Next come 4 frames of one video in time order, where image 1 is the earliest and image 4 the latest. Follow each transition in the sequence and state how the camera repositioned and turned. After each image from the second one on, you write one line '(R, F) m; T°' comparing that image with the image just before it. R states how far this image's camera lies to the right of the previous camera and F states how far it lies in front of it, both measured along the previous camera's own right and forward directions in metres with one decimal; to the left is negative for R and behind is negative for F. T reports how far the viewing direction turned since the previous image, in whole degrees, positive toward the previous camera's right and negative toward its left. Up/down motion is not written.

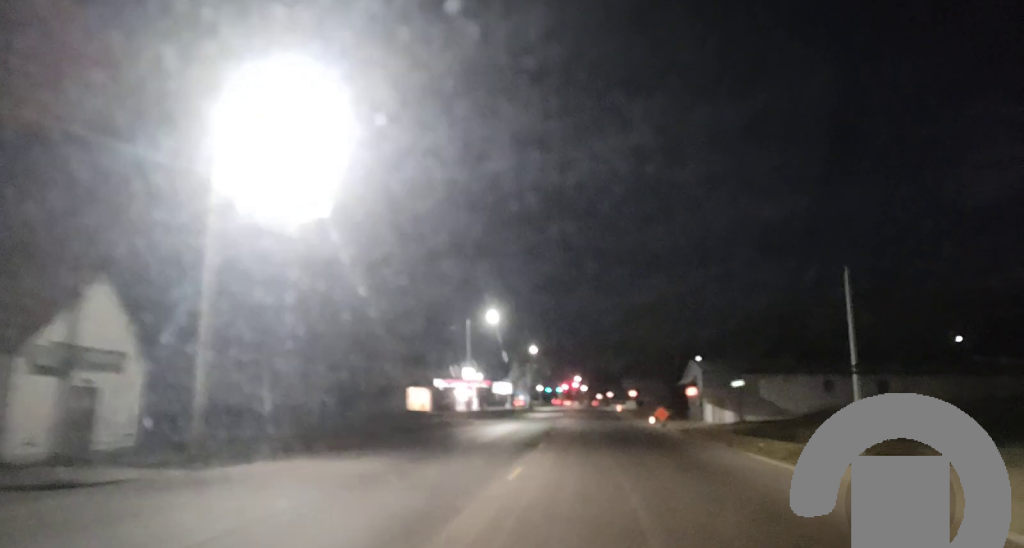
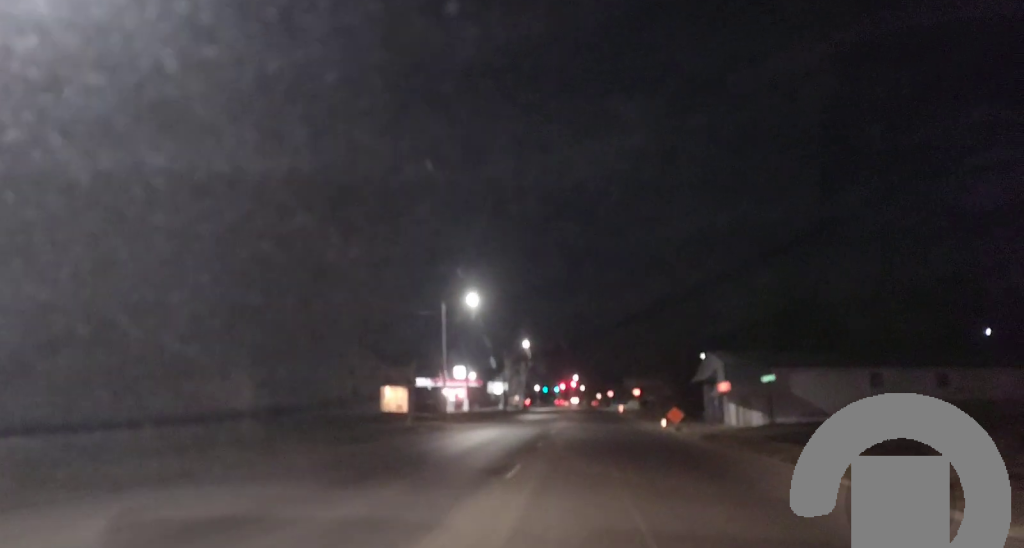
(-0.2, +12.8) m; -1°
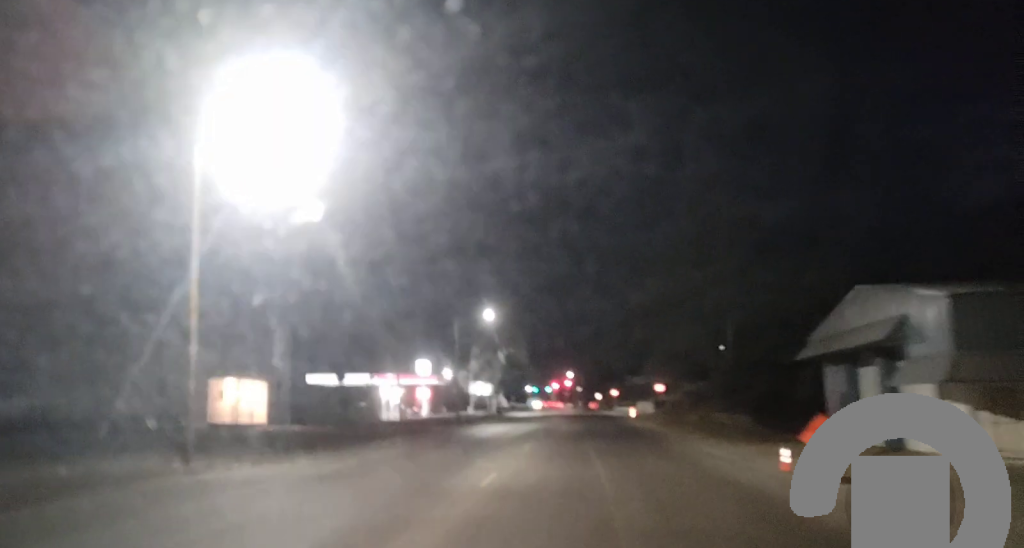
(-0.1, +39.8) m; 0°
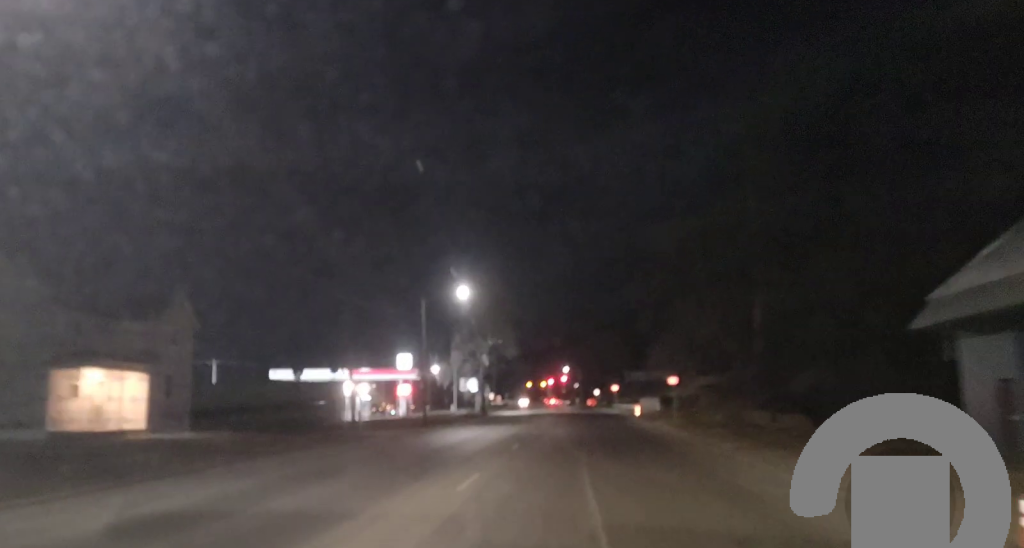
(-0.1, +13.7) m; +2°
